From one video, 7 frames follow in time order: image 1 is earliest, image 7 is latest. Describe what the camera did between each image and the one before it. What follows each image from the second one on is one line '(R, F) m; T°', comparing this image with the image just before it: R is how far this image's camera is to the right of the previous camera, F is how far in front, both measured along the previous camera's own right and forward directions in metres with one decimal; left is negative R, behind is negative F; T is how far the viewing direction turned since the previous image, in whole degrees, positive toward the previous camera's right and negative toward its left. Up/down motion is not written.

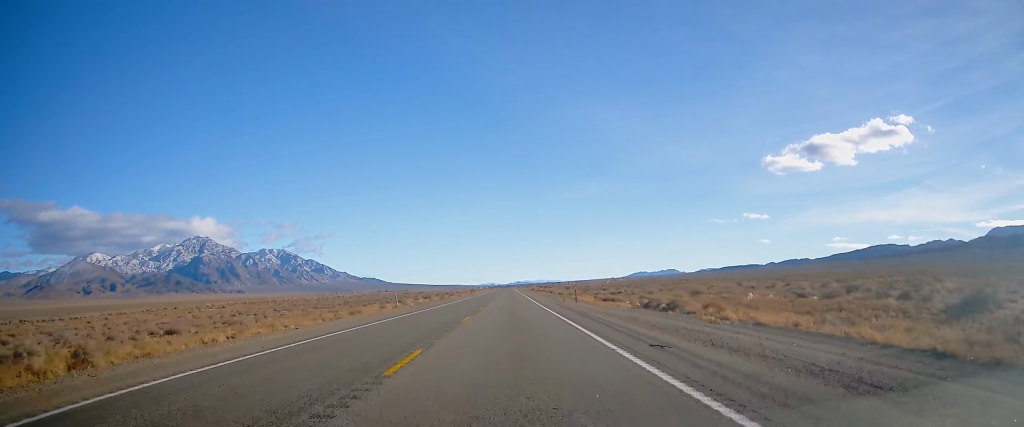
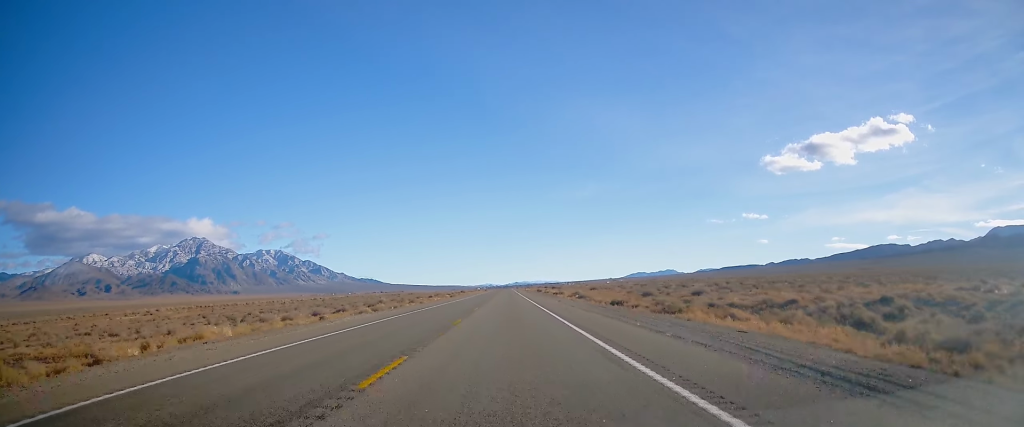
(-0.4, +61.9) m; 0°
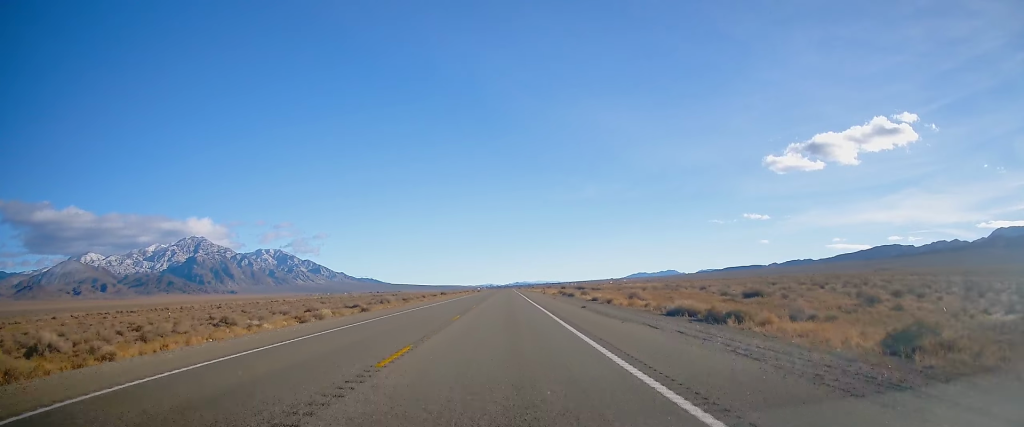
(-0.3, +84.0) m; 0°
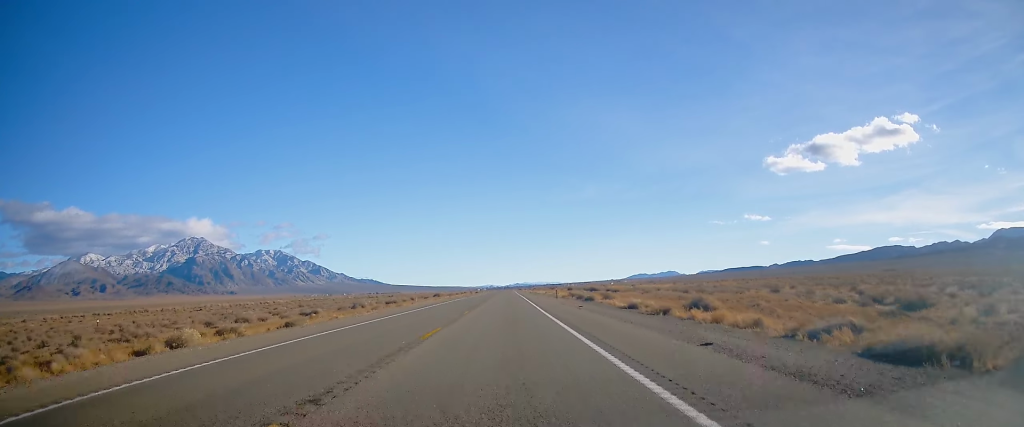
(+0.1, +19.6) m; 0°
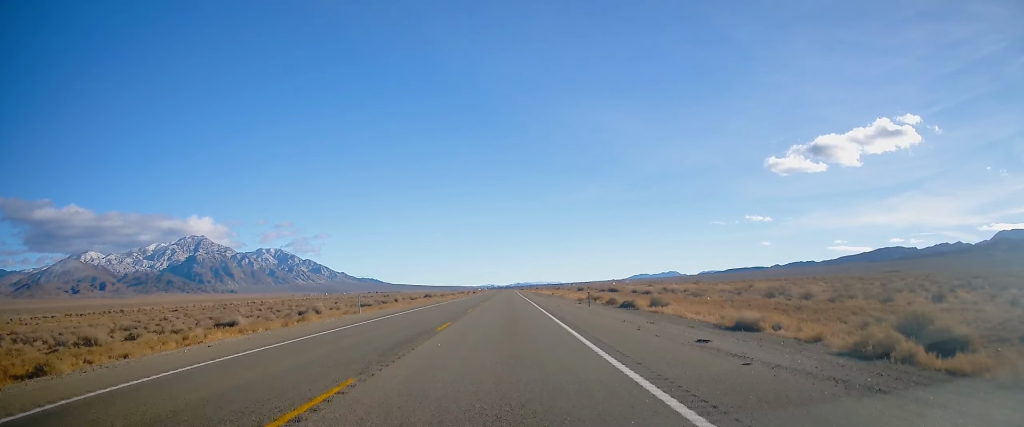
(+0.1, +21.8) m; 0°
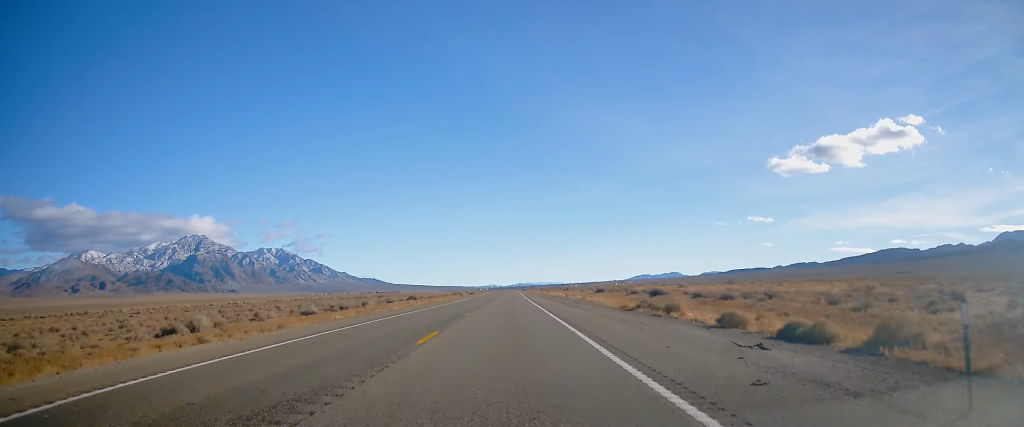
(+0.2, +28.2) m; 0°
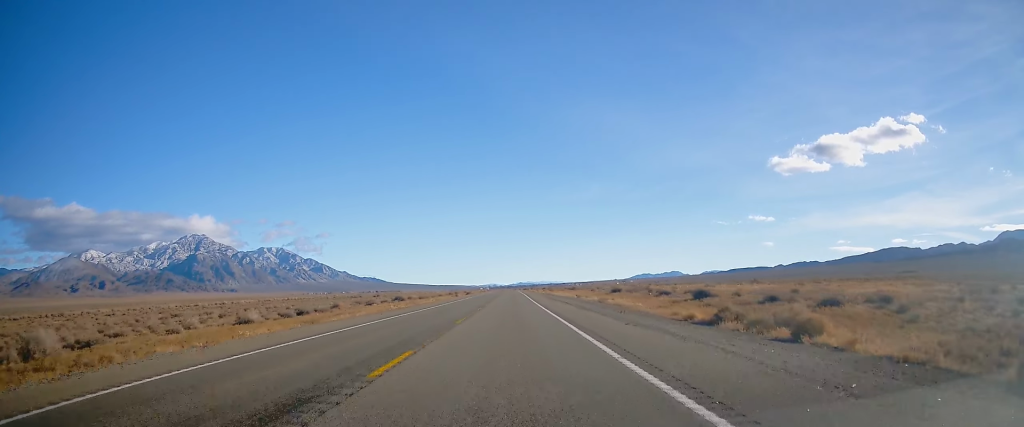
(-0.1, +16.9) m; 0°
